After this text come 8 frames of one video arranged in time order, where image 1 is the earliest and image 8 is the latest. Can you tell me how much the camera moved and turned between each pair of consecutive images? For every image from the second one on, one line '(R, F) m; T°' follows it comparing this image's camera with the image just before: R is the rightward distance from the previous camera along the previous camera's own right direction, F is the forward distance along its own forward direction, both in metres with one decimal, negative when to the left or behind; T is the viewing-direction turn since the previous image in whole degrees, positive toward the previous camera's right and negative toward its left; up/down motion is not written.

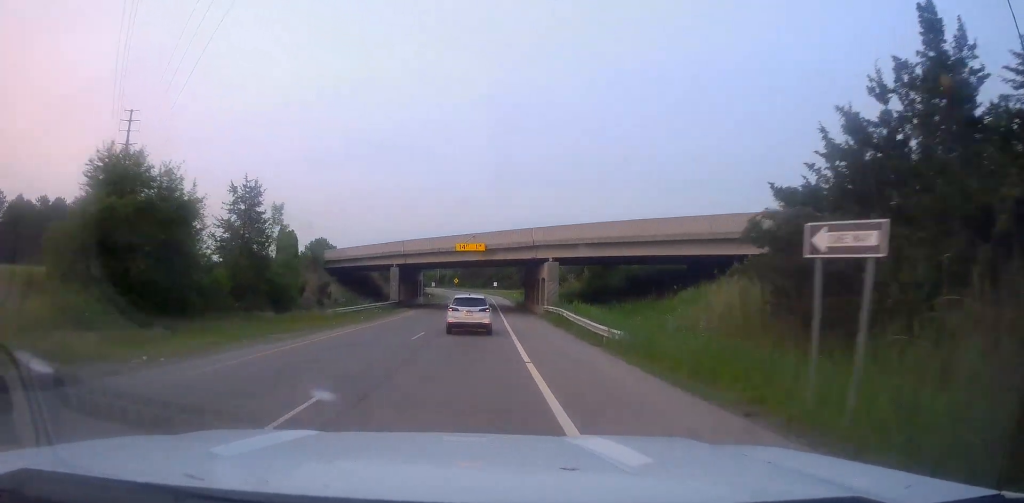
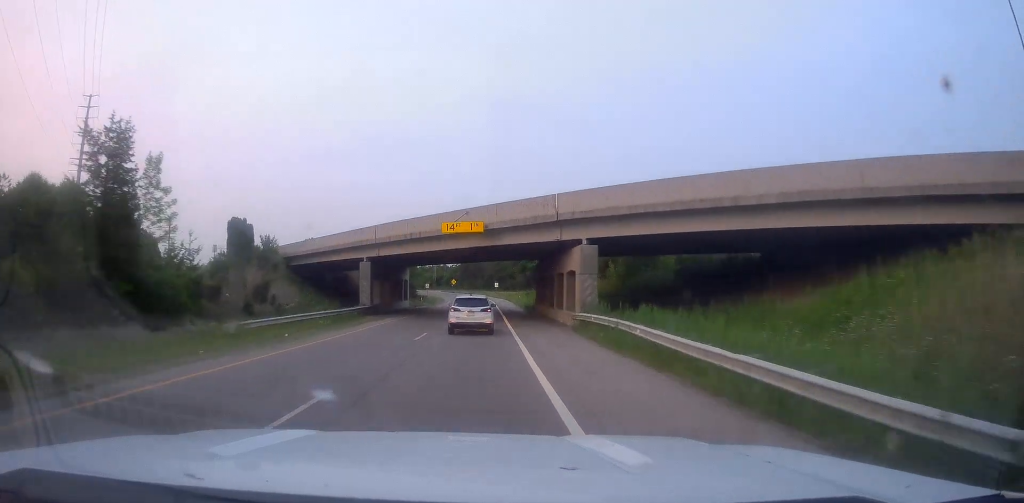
(+0.1, +15.4) m; 0°
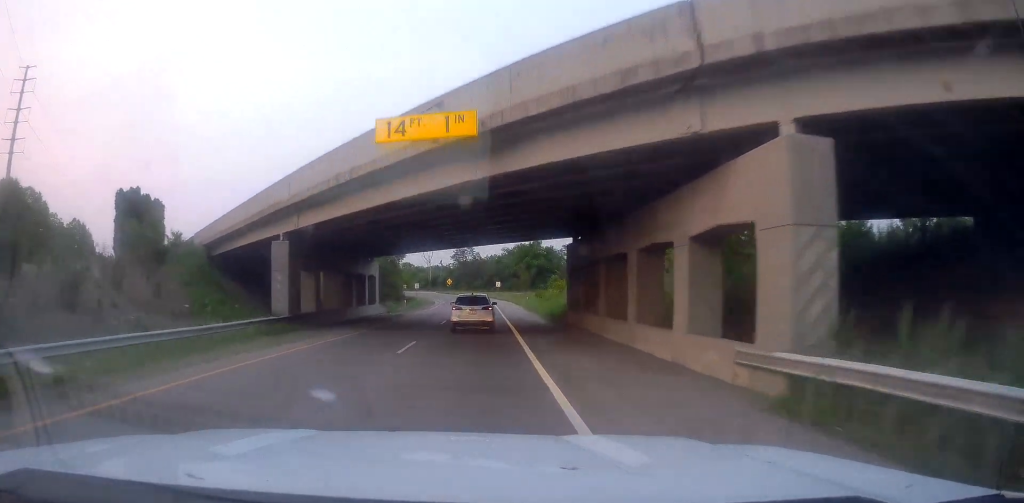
(0.0, +20.4) m; 0°
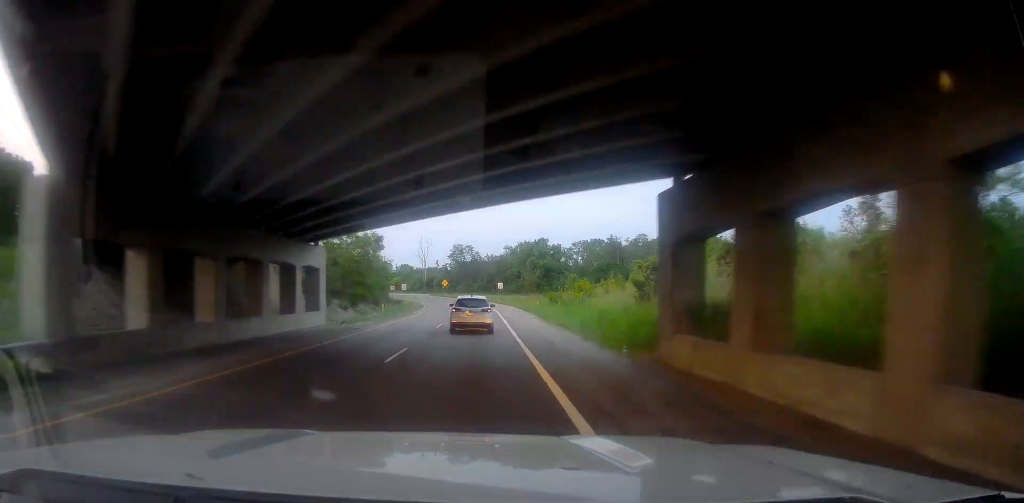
(-0.1, +17.4) m; -1°
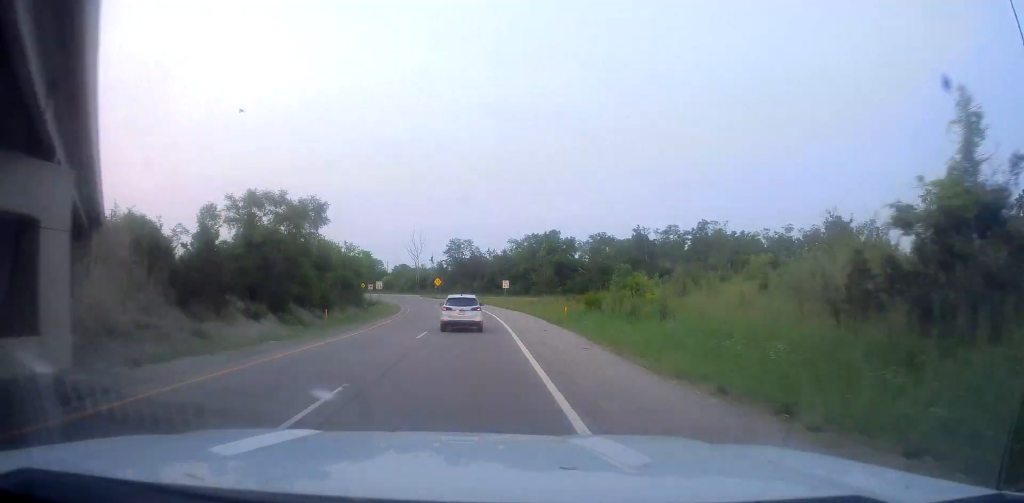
(-0.1, +22.8) m; +1°
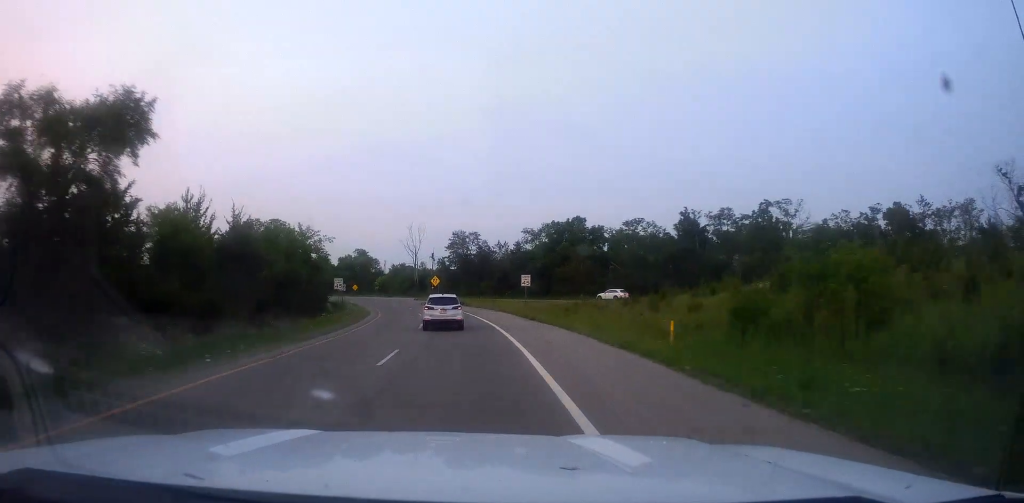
(+0.4, +23.3) m; 0°
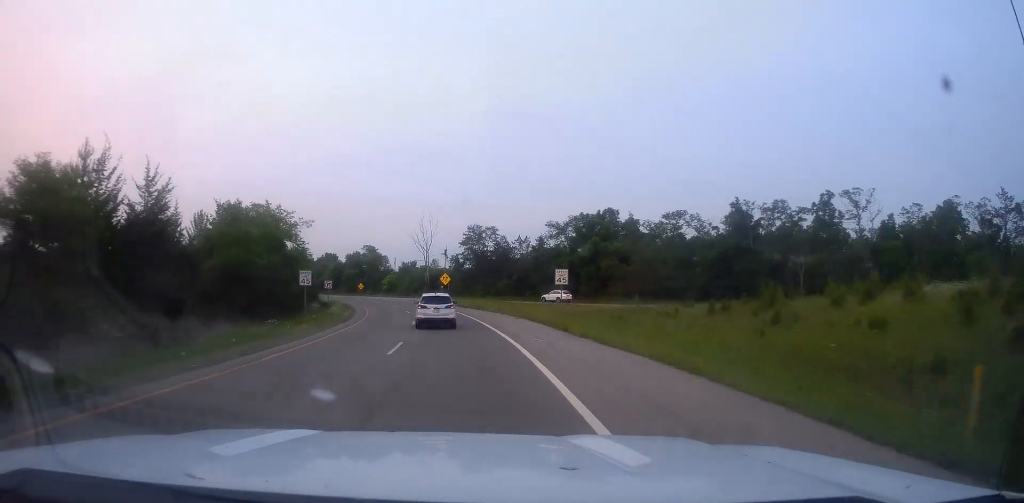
(0.0, +13.1) m; -1°
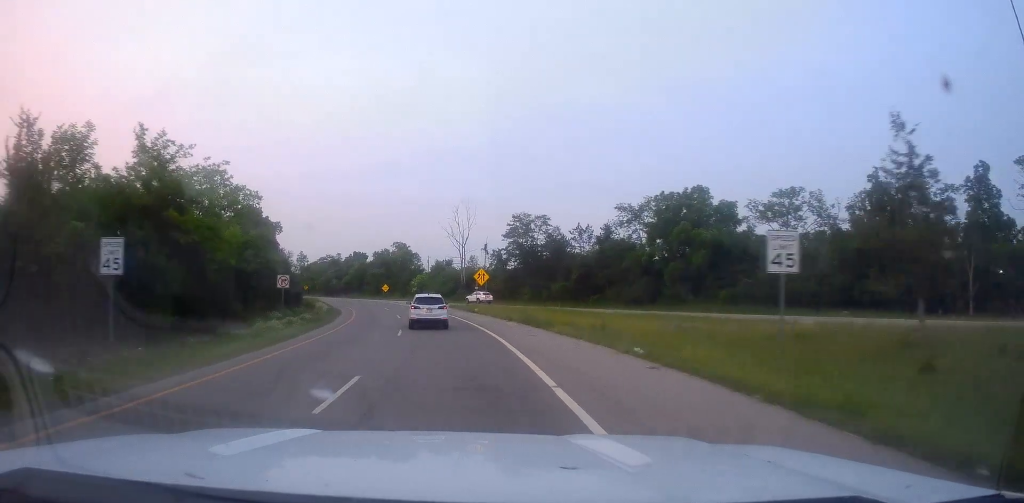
(-0.6, +23.2) m; -2°
